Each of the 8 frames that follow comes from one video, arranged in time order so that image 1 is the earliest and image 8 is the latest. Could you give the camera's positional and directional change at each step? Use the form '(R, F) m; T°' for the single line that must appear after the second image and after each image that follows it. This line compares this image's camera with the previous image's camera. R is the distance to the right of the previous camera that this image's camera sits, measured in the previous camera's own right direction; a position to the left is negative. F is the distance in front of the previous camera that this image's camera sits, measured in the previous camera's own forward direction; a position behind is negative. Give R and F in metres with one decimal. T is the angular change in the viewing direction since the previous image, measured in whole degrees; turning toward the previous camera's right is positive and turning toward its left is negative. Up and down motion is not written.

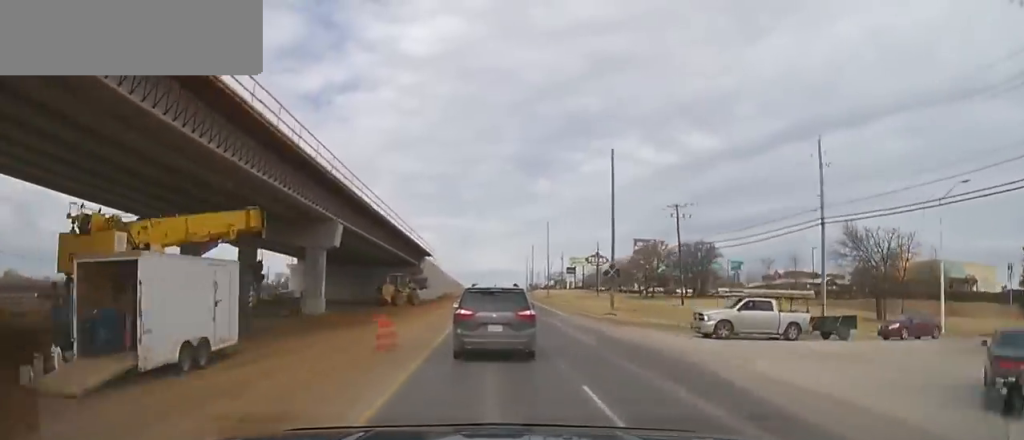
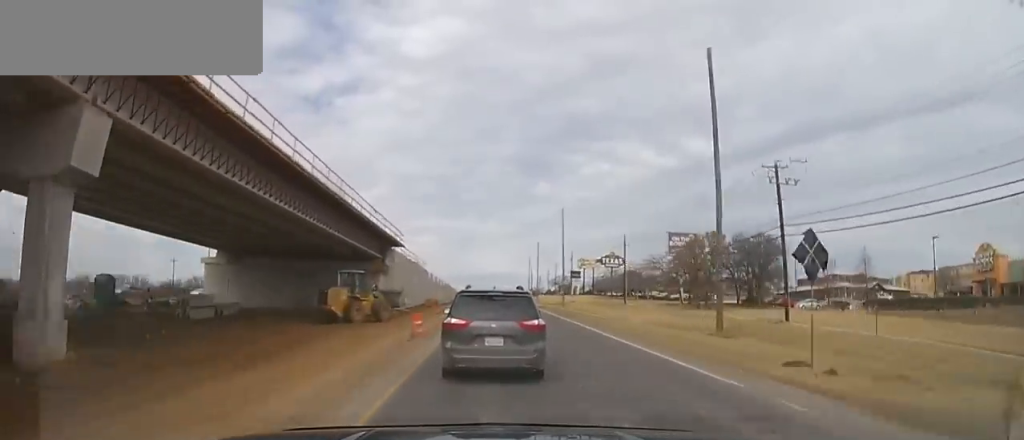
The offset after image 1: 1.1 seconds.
(+0.3, +25.6) m; +1°
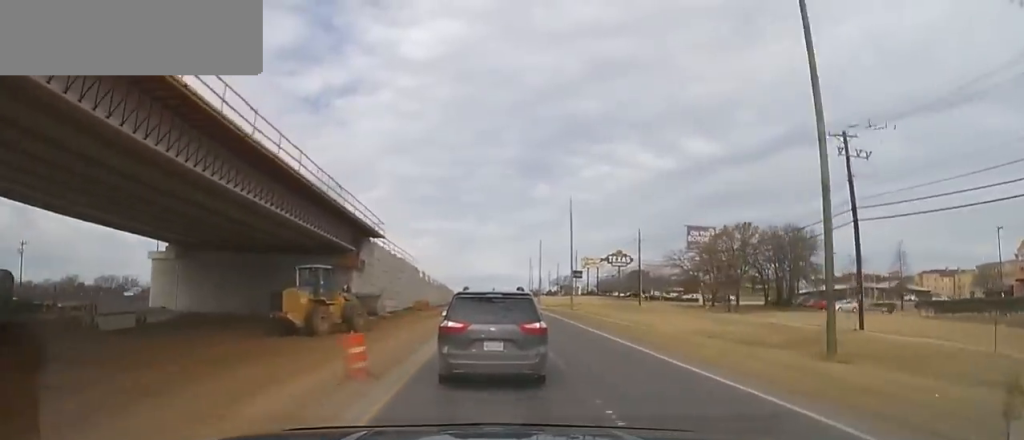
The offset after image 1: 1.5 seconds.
(+0.1, +9.8) m; 0°
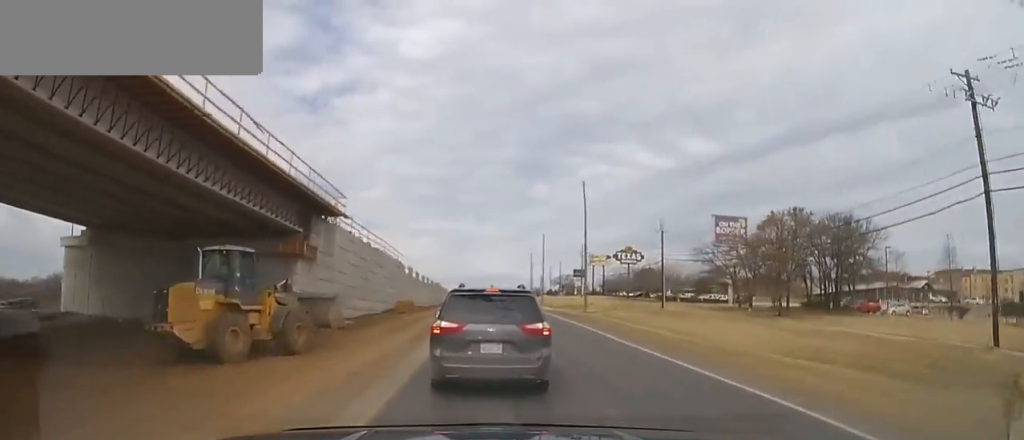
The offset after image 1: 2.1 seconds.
(0.0, +12.0) m; 0°
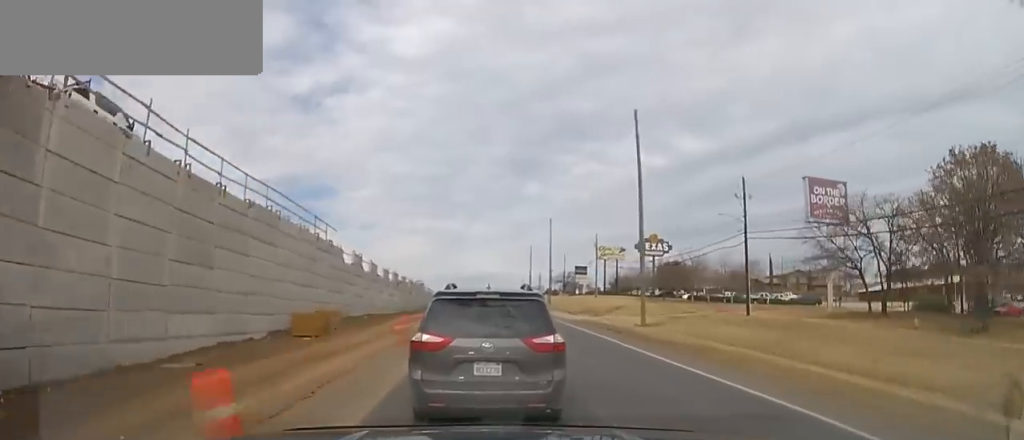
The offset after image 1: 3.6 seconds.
(-0.1, +29.0) m; +1°
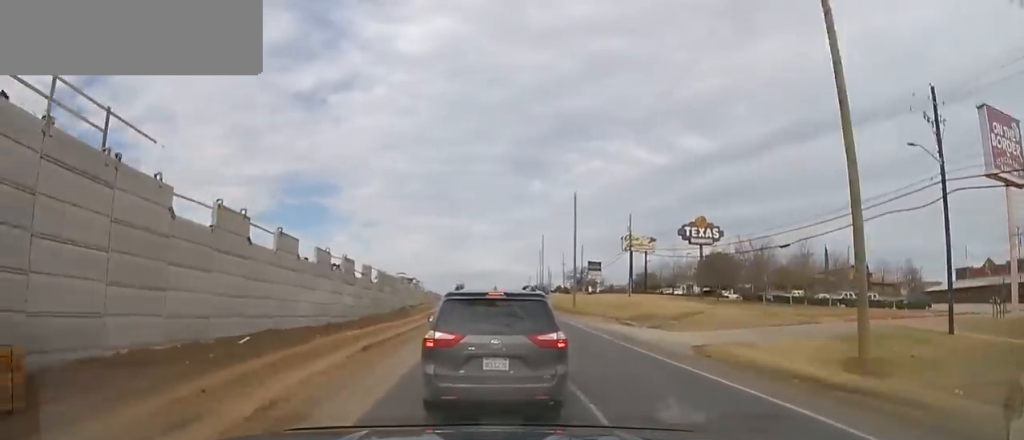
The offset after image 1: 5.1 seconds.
(+0.1, +24.7) m; 0°
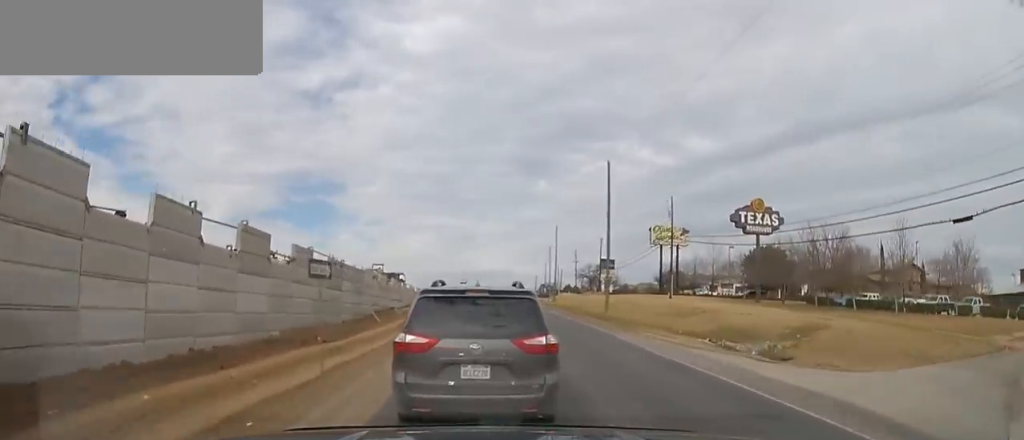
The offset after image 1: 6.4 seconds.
(+0.1, +16.7) m; +1°
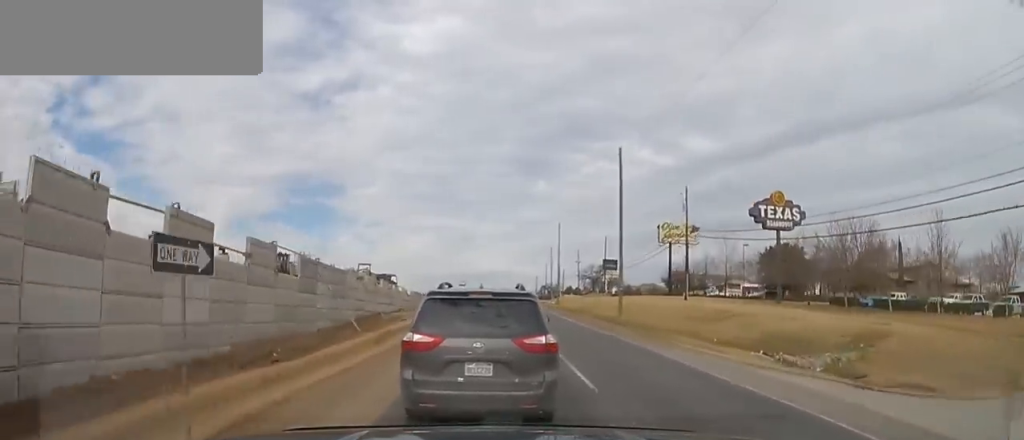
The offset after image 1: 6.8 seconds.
(+0.2, +5.7) m; 0°
